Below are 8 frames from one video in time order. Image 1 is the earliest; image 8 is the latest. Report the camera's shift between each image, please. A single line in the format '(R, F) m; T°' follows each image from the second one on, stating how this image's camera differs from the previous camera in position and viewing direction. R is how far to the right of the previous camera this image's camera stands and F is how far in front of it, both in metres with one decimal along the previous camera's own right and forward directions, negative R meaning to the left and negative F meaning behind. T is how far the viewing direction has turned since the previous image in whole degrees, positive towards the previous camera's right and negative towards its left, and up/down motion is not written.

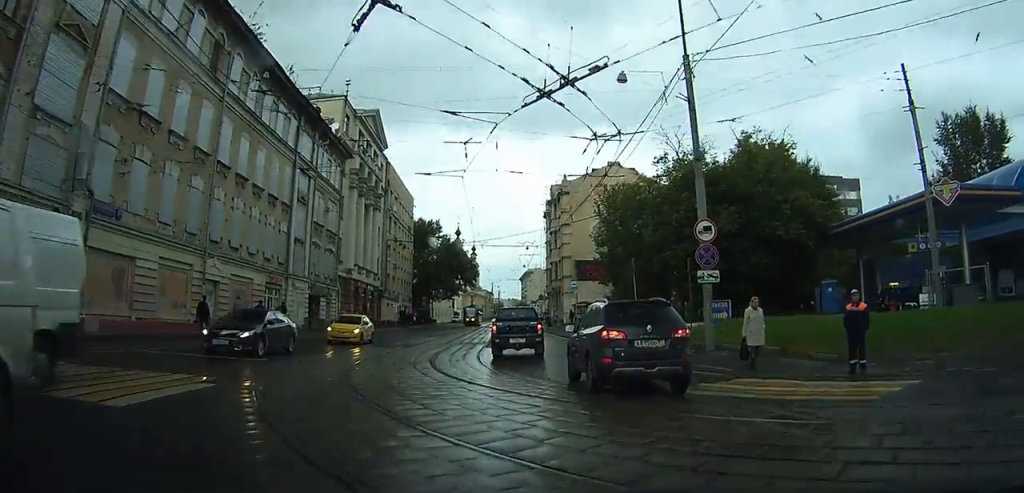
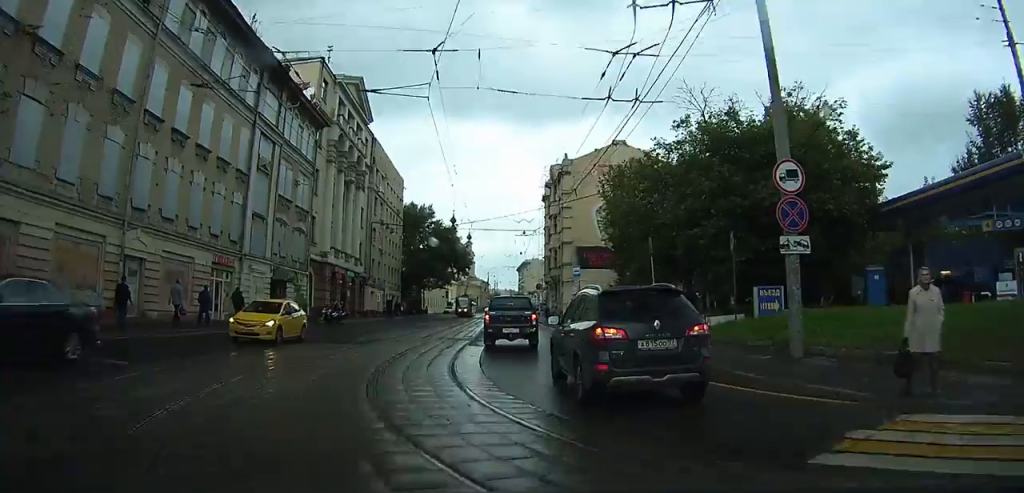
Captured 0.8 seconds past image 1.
(0.0, +6.5) m; 0°
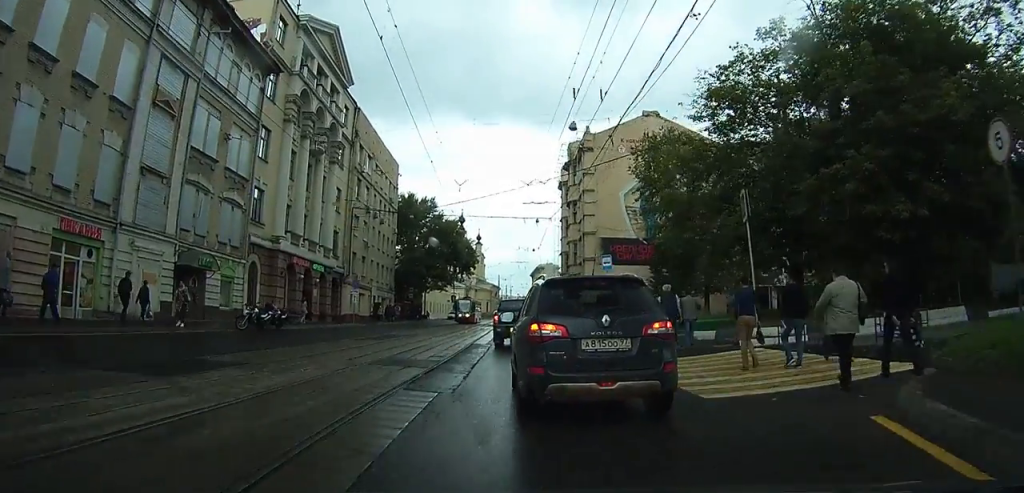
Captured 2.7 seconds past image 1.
(-0.2, +13.0) m; -2°
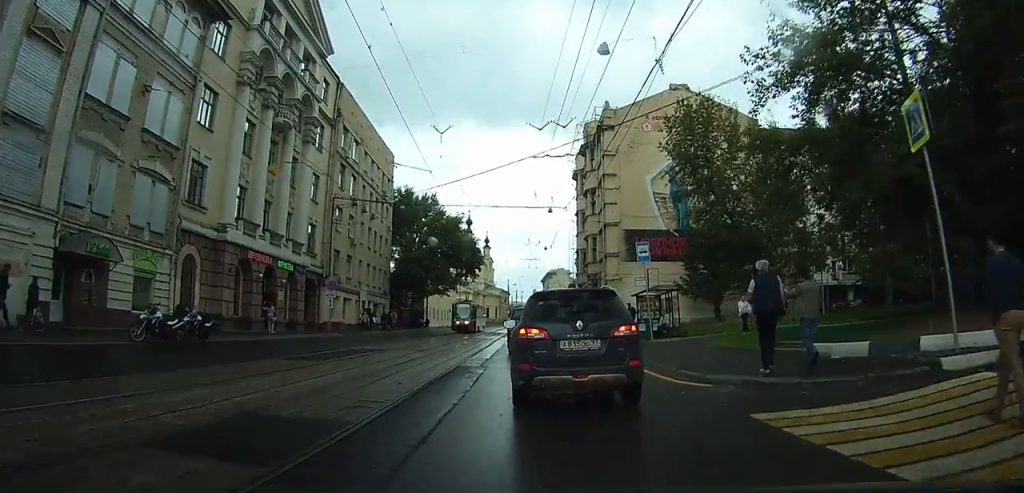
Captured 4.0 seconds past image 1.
(0.0, +8.7) m; +2°
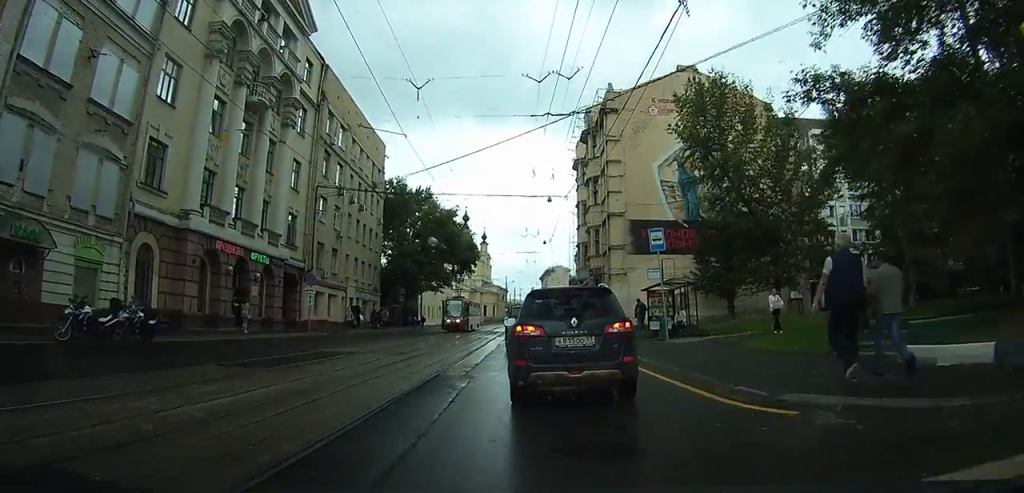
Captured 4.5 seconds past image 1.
(0.0, +3.2) m; +1°
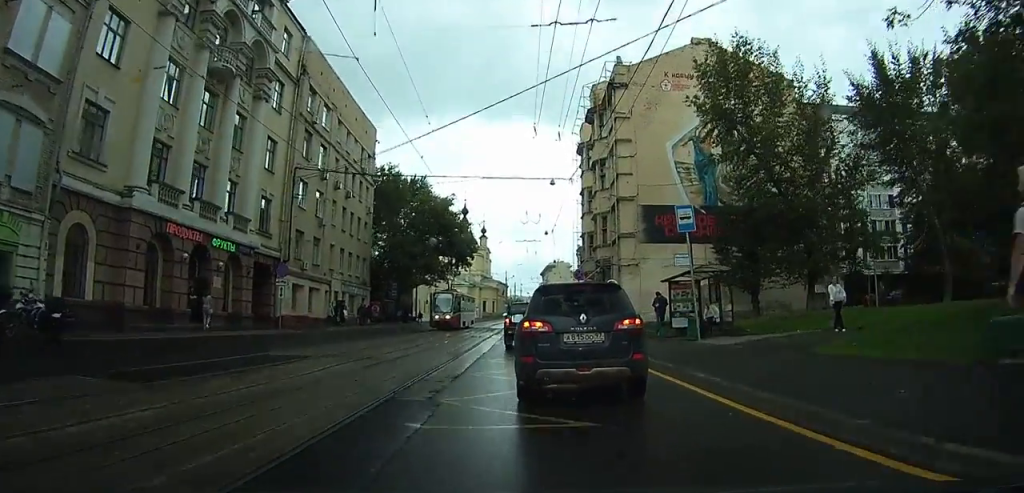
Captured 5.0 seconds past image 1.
(+0.1, +4.0) m; 0°
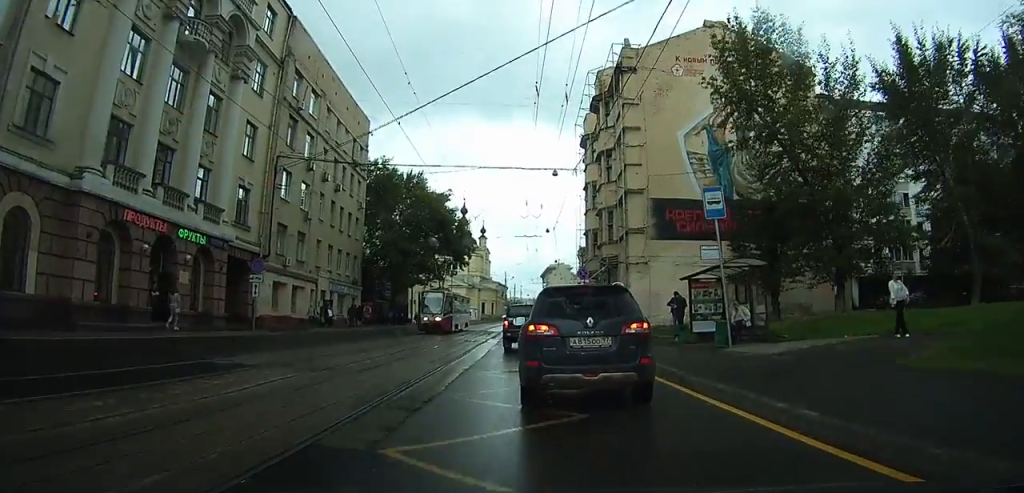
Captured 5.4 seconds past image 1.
(0.0, +2.9) m; 0°
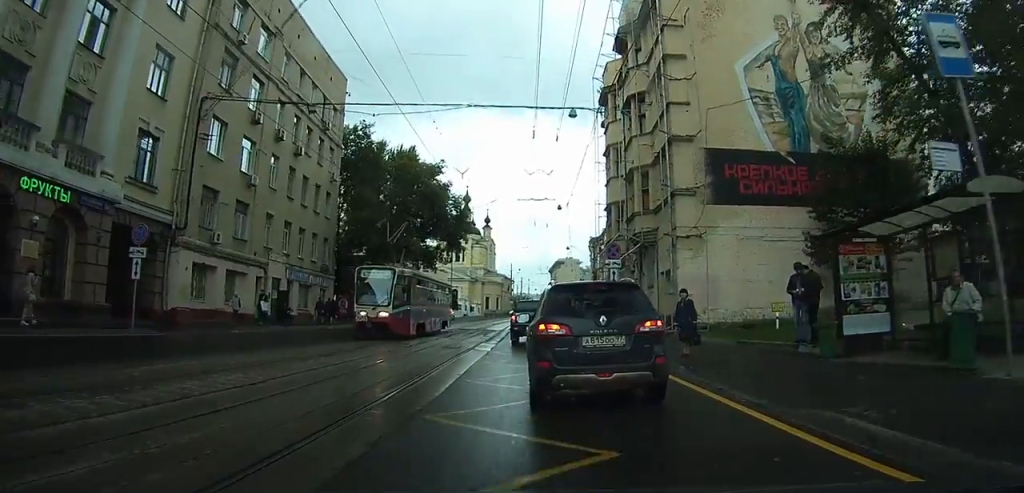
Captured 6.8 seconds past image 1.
(-0.3, +10.0) m; -3°
